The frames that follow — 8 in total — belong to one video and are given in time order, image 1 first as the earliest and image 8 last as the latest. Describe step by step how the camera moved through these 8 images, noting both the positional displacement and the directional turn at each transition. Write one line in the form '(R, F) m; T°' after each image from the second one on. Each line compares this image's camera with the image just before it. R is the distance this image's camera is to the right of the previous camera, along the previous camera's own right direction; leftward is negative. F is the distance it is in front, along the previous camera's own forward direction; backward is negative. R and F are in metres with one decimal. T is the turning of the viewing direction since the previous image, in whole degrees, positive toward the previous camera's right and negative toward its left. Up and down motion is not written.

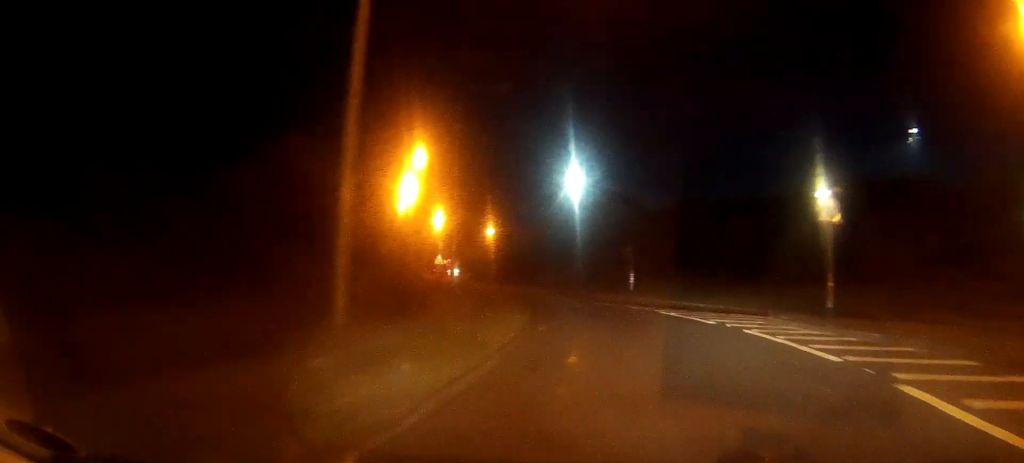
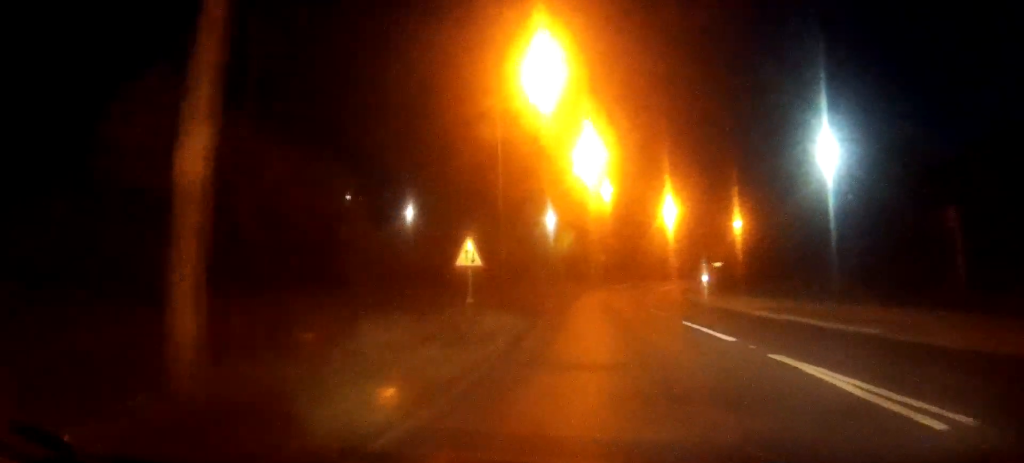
(-3.3, +30.0) m; -15°
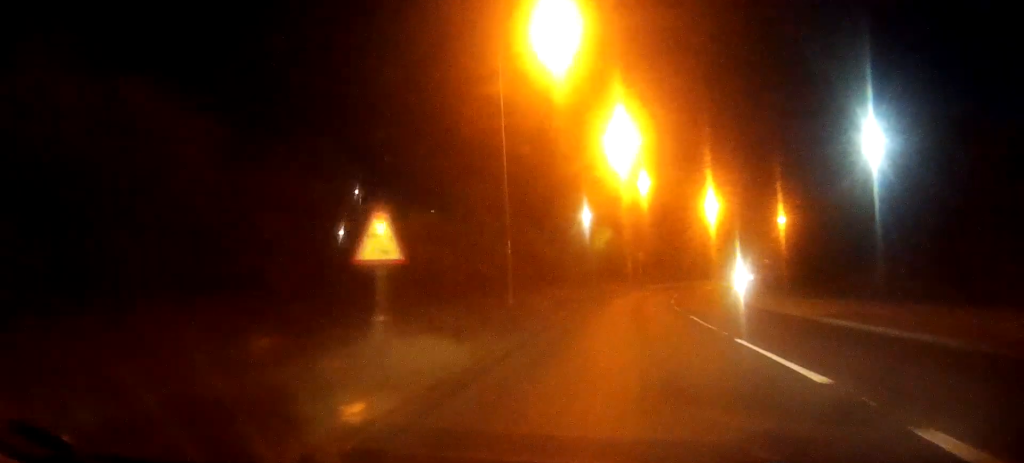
(-0.3, +5.9) m; -4°
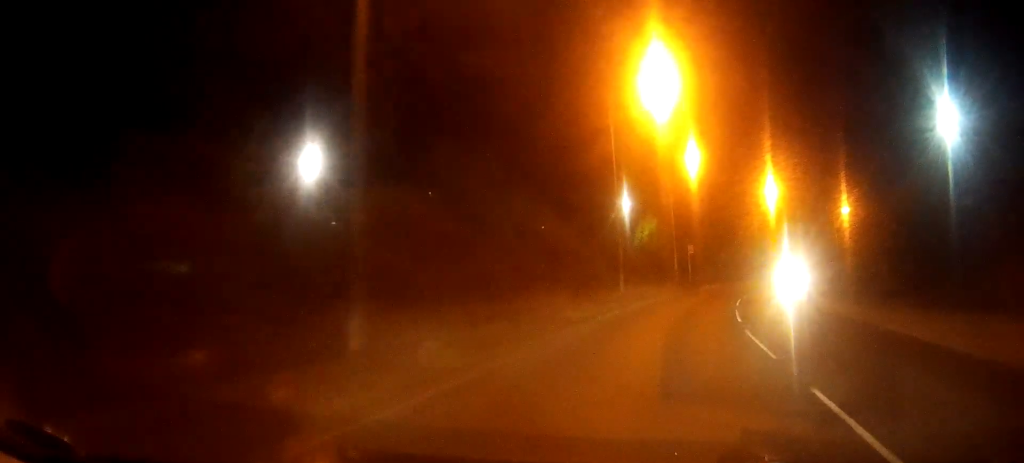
(-1.2, +14.4) m; -8°
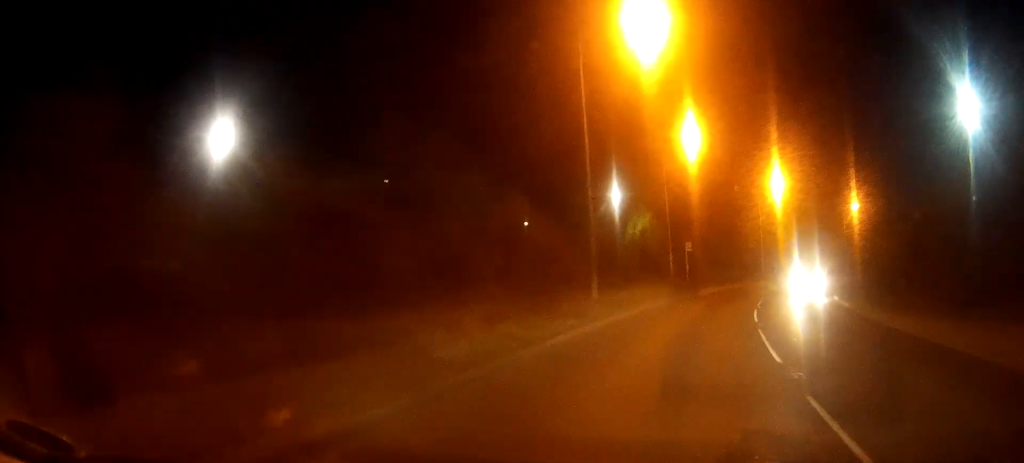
(-0.3, +8.7) m; -3°
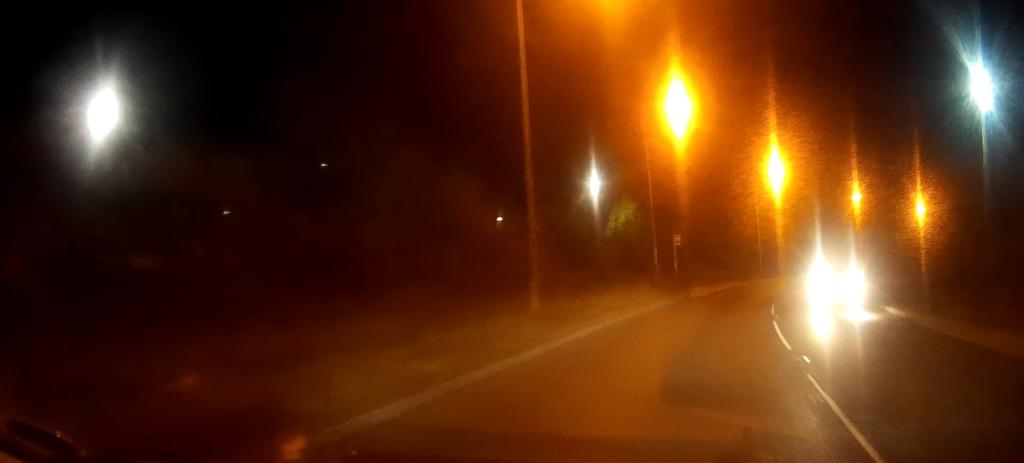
(-0.3, +7.9) m; -1°
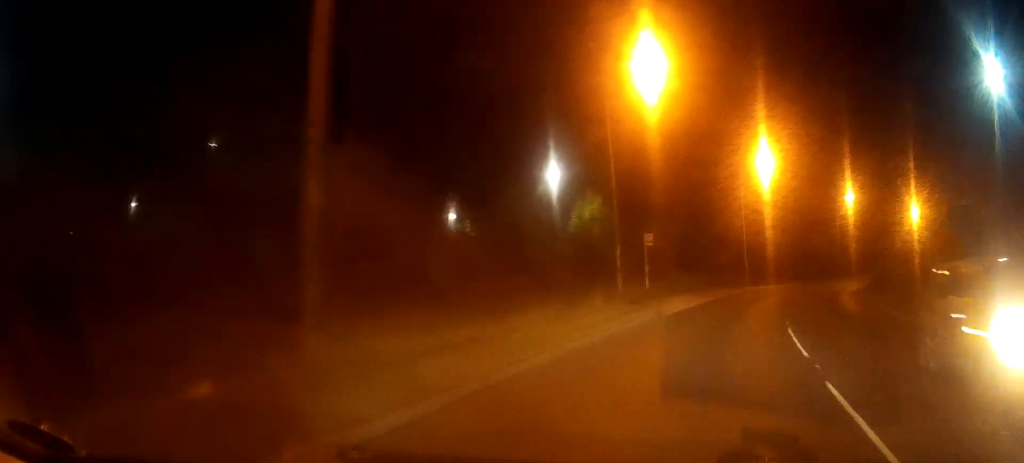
(-0.1, +9.1) m; 0°
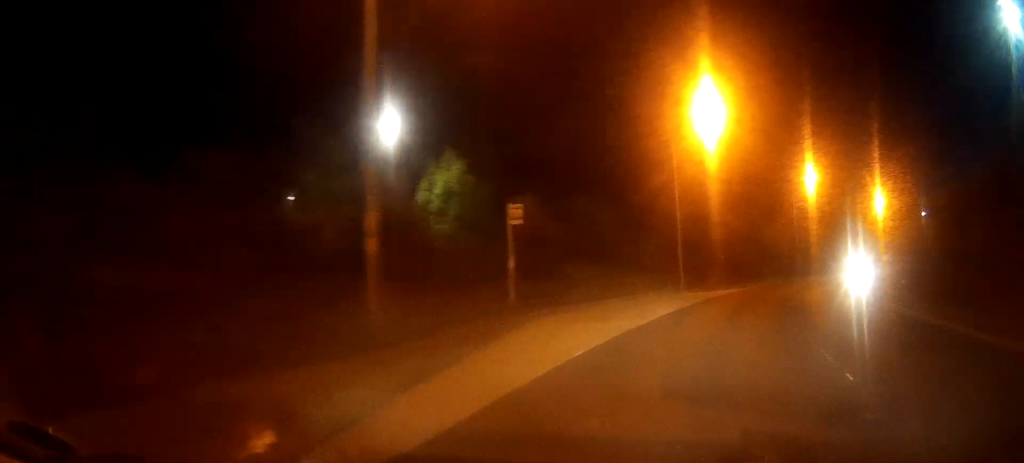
(+0.4, +19.0) m; +4°
